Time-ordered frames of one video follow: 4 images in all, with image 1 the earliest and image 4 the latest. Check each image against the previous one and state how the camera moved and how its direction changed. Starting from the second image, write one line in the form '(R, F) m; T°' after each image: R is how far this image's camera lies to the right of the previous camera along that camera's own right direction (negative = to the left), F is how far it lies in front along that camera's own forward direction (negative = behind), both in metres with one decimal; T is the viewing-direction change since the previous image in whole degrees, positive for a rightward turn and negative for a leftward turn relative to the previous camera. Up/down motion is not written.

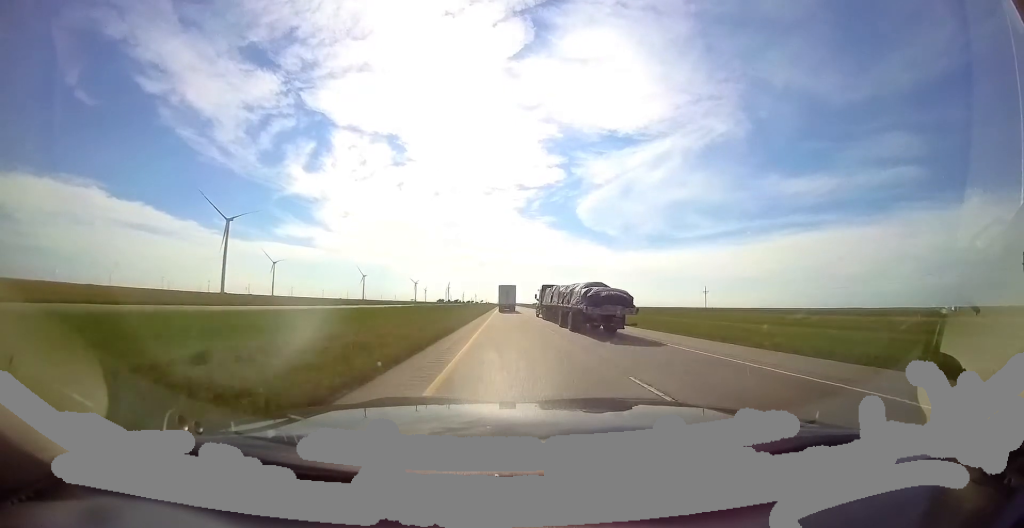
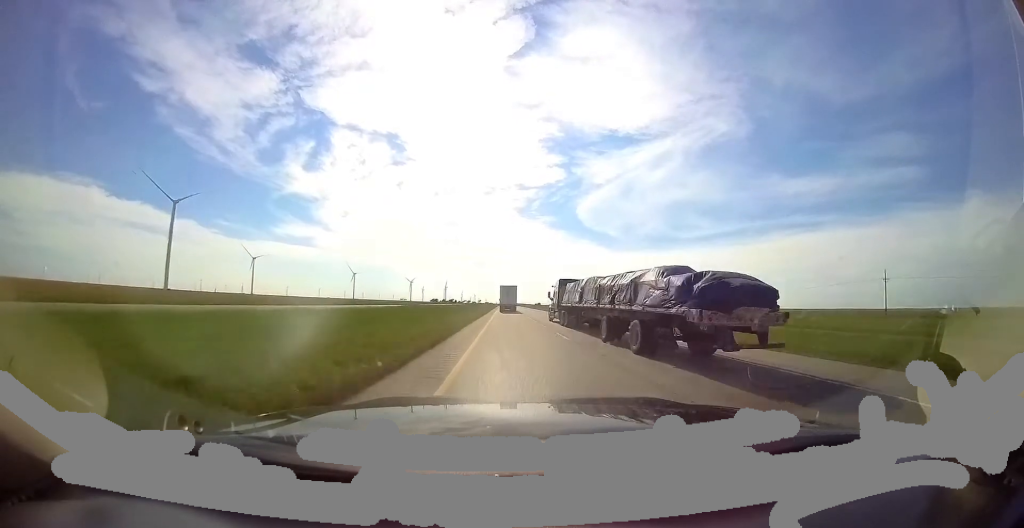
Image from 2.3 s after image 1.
(+0.6, +75.4) m; +1°
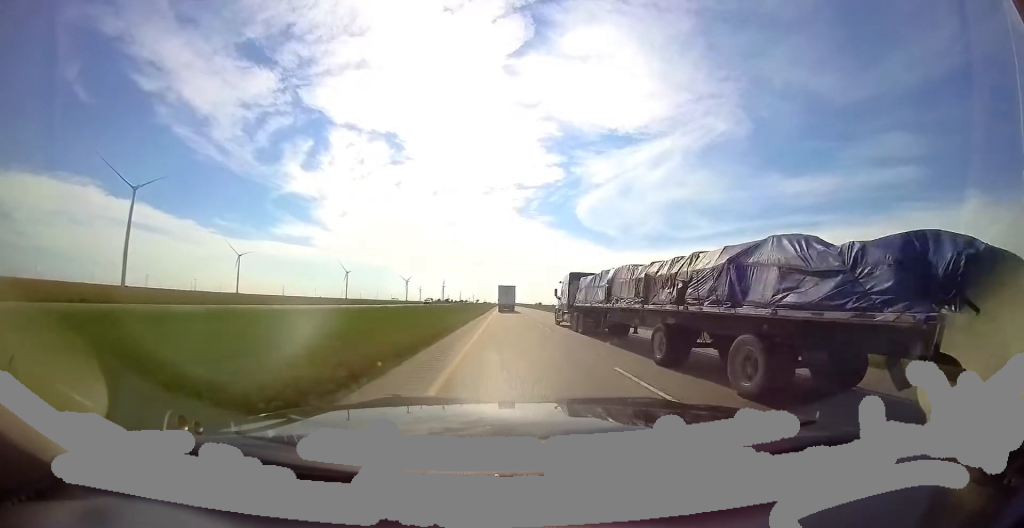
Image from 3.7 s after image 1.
(+0.4, +45.4) m; +1°
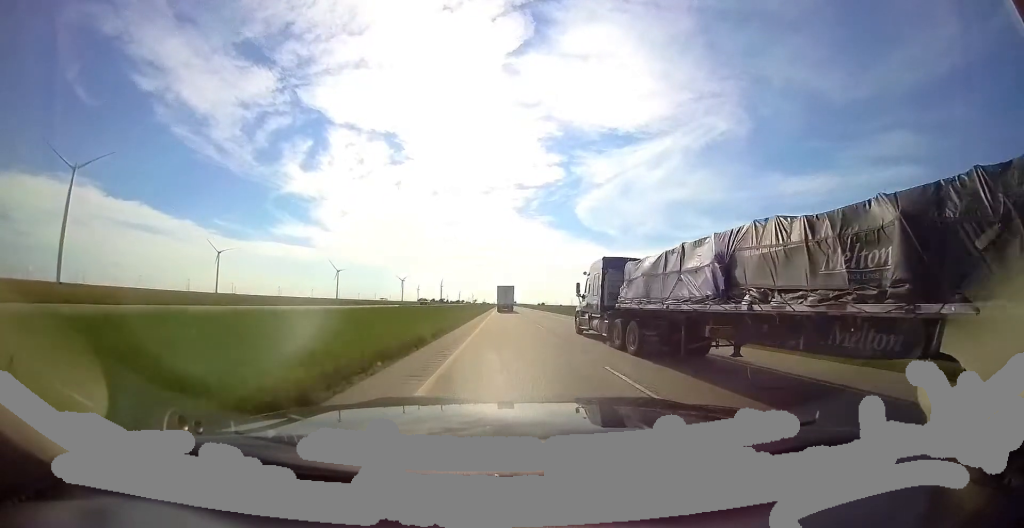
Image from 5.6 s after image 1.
(+0.4, +60.7) m; 0°
